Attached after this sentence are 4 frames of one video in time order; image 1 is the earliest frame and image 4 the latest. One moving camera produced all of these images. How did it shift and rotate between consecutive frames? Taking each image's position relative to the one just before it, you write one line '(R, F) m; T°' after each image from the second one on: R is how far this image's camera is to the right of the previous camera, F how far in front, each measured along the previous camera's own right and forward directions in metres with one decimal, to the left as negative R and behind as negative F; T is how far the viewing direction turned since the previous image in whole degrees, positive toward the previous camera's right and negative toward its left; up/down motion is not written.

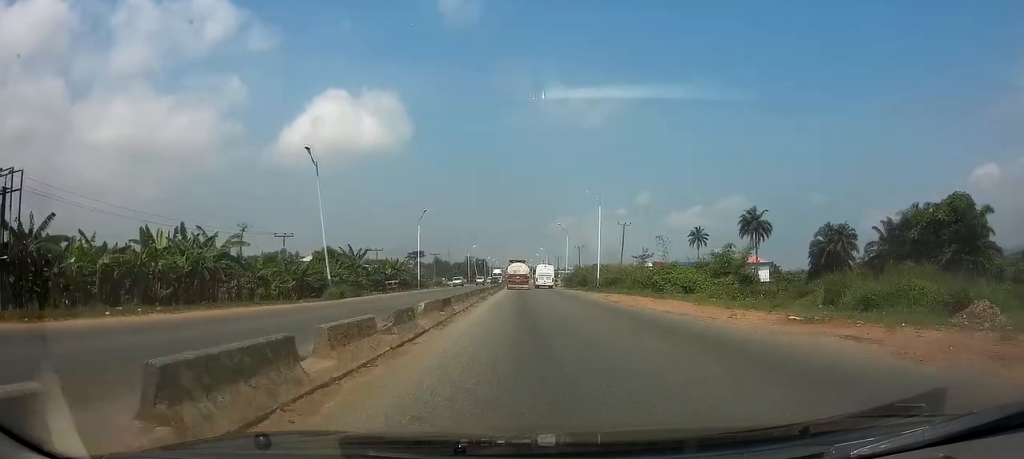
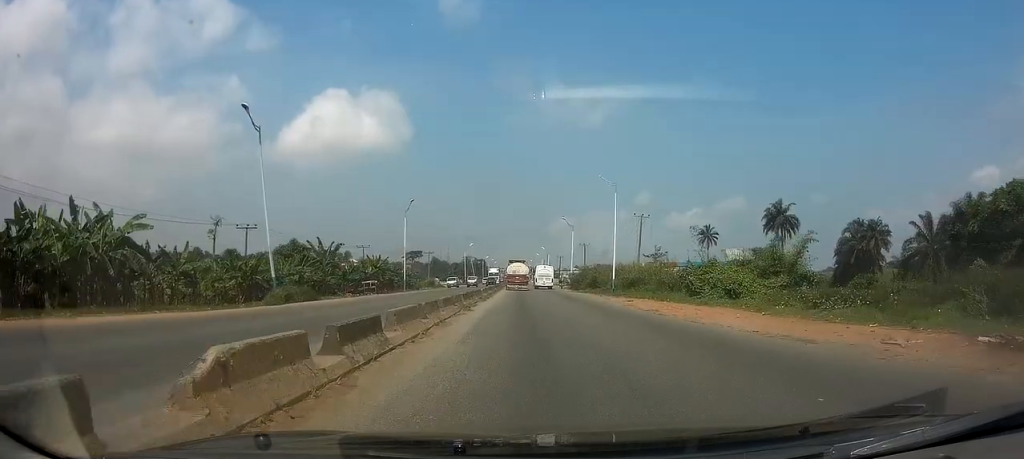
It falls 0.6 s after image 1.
(0.0, +10.0) m; 0°
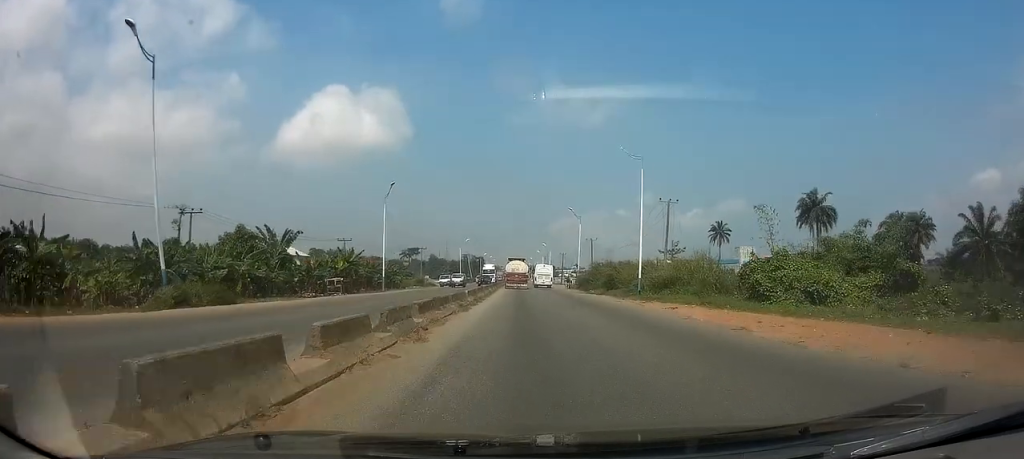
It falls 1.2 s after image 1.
(0.0, +11.4) m; 0°
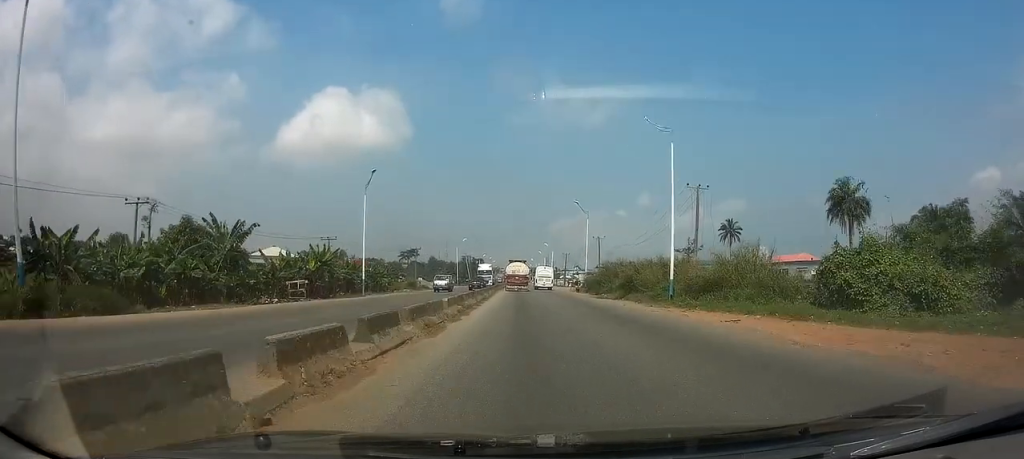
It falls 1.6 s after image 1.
(0.0, +7.8) m; 0°
